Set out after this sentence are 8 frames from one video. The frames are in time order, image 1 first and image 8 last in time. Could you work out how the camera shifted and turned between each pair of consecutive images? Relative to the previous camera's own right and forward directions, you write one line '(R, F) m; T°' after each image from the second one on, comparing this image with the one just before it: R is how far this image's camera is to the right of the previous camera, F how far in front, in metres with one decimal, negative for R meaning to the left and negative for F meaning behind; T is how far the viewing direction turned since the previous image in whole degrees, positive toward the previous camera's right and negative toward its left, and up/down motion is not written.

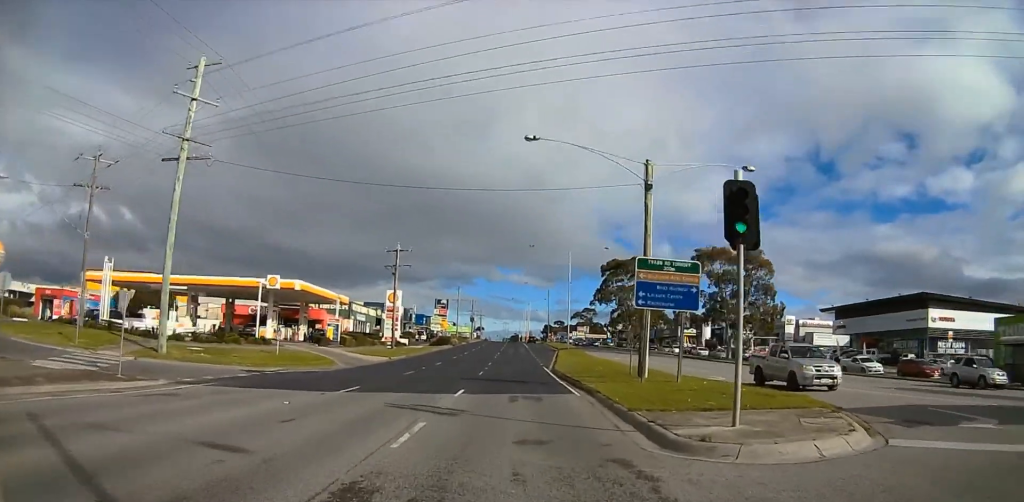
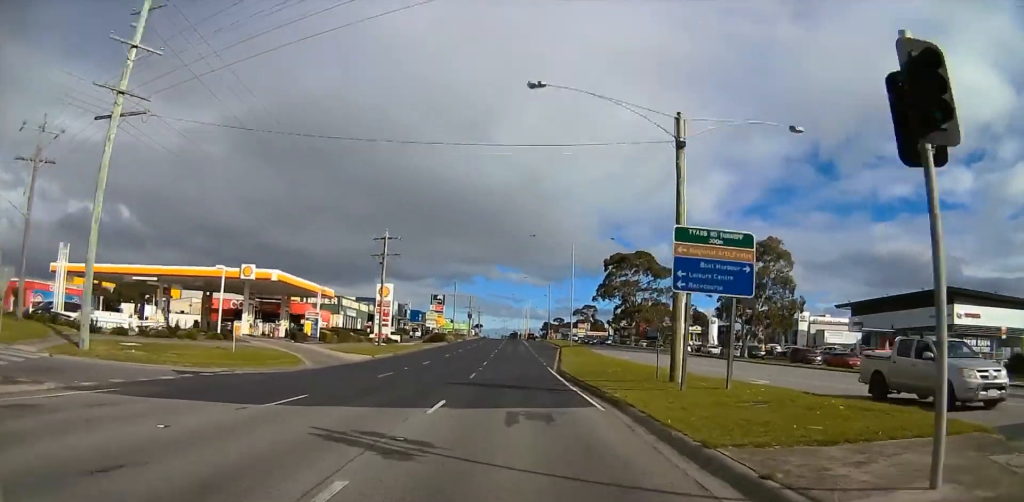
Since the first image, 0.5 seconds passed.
(+0.1, +4.6) m; +2°
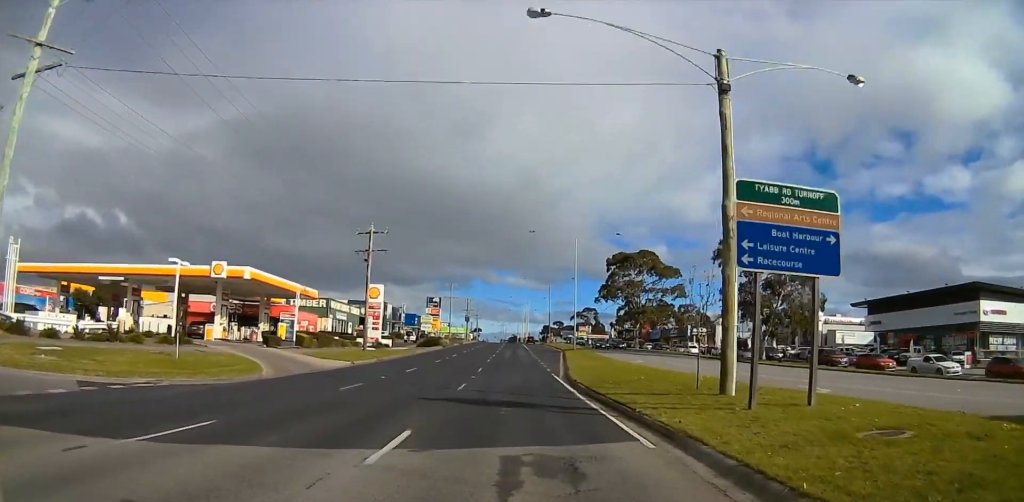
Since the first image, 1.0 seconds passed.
(+0.1, +5.2) m; 0°
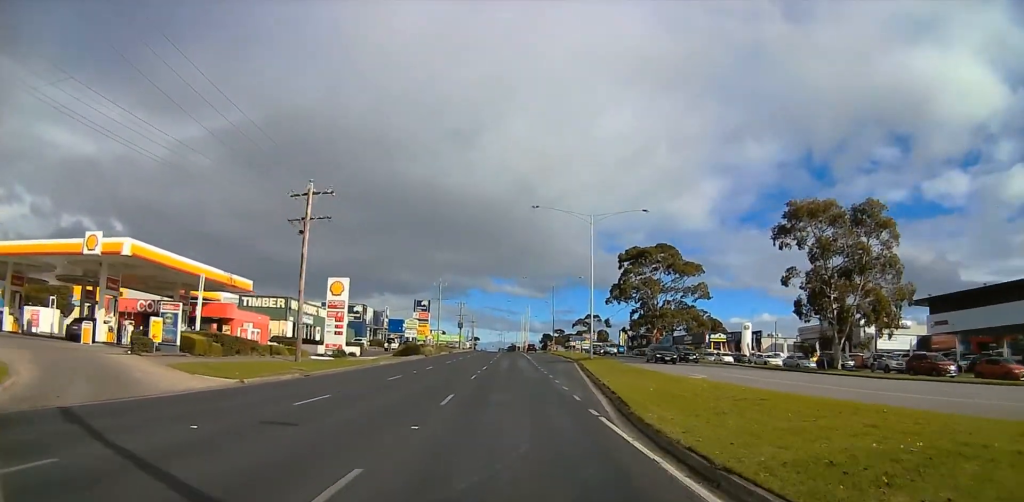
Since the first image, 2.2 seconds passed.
(0.0, +14.8) m; 0°
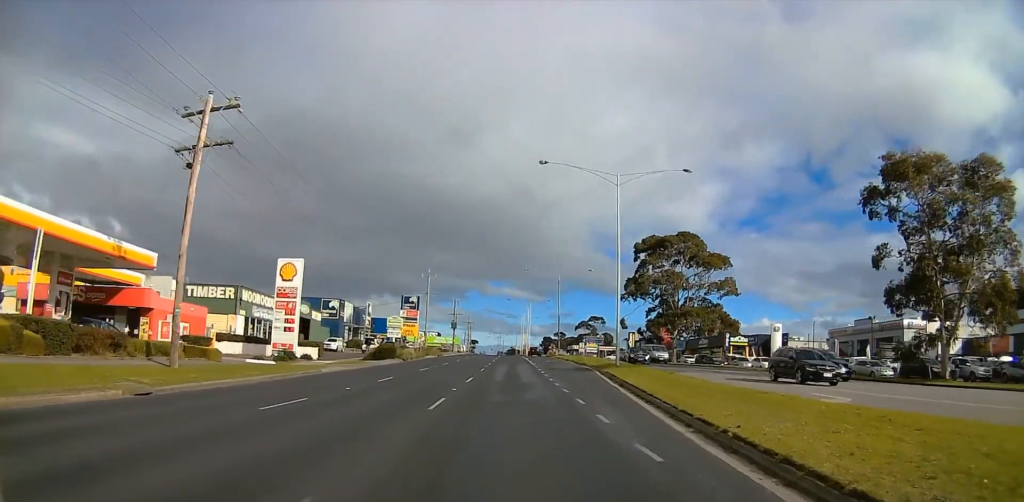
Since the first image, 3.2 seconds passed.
(-0.1, +12.9) m; 0°
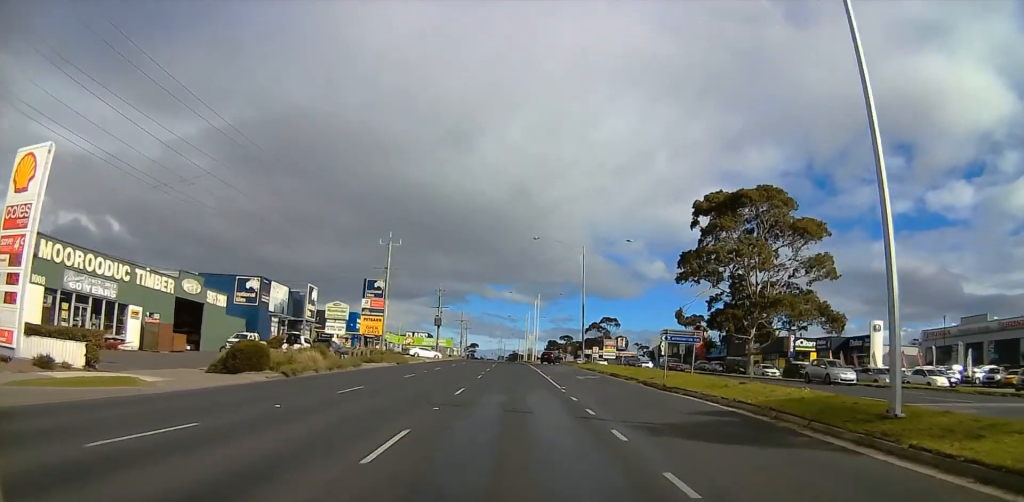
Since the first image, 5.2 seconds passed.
(+0.7, +28.5) m; +3°
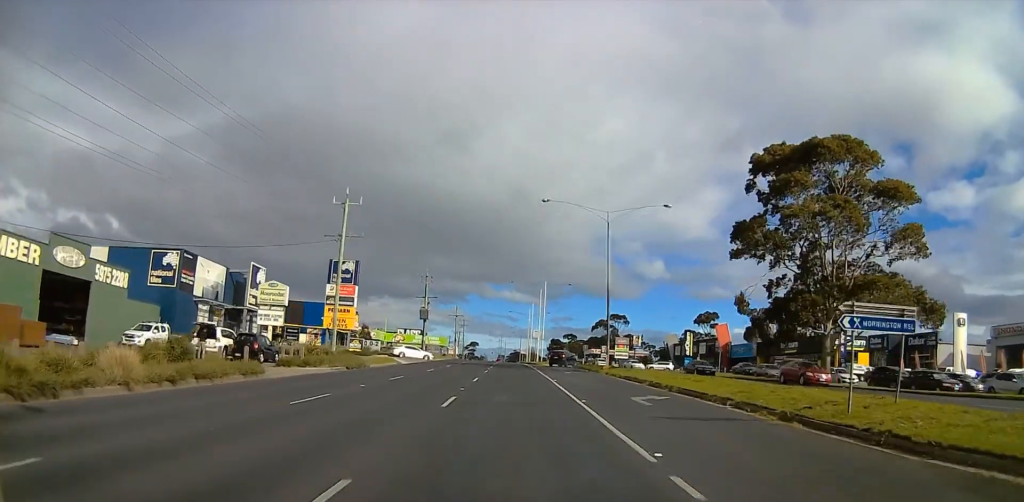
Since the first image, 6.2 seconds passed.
(+0.1, +15.0) m; 0°
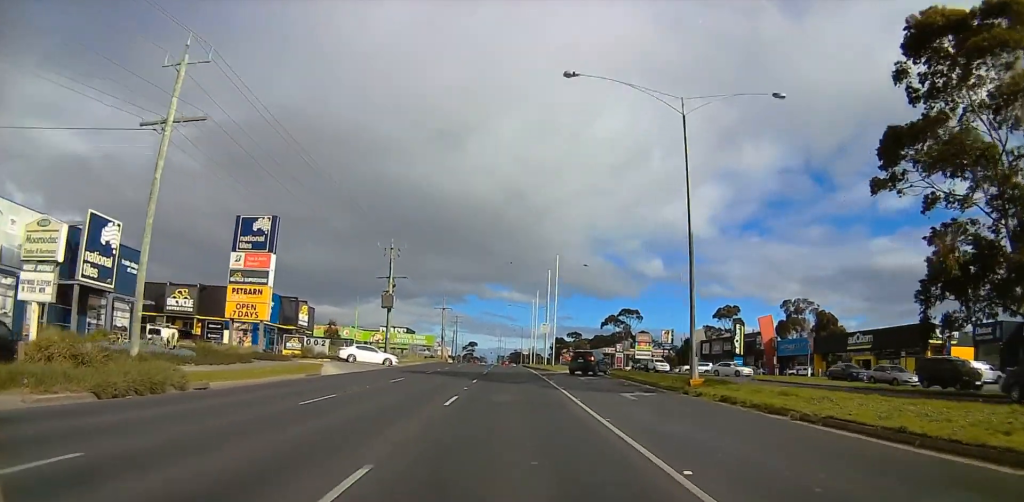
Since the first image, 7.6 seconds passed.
(-0.5, +23.3) m; -2°
